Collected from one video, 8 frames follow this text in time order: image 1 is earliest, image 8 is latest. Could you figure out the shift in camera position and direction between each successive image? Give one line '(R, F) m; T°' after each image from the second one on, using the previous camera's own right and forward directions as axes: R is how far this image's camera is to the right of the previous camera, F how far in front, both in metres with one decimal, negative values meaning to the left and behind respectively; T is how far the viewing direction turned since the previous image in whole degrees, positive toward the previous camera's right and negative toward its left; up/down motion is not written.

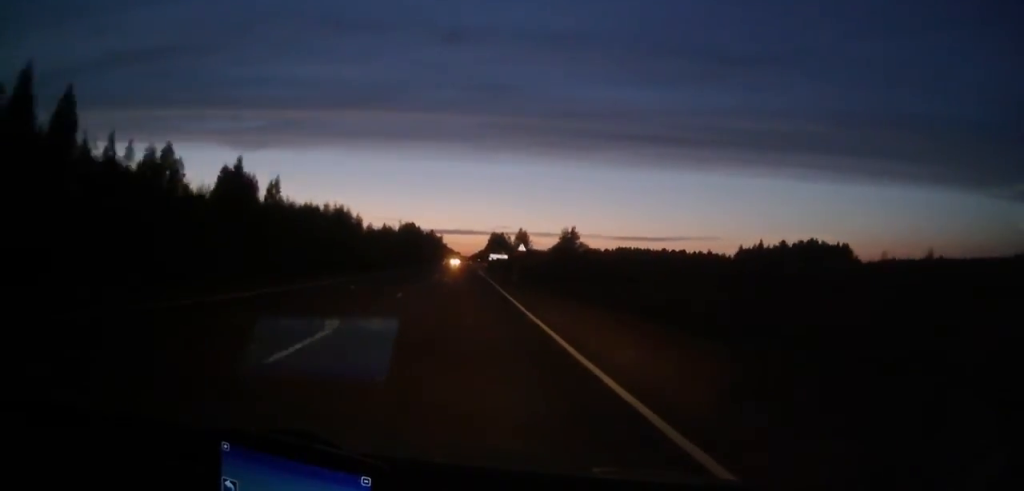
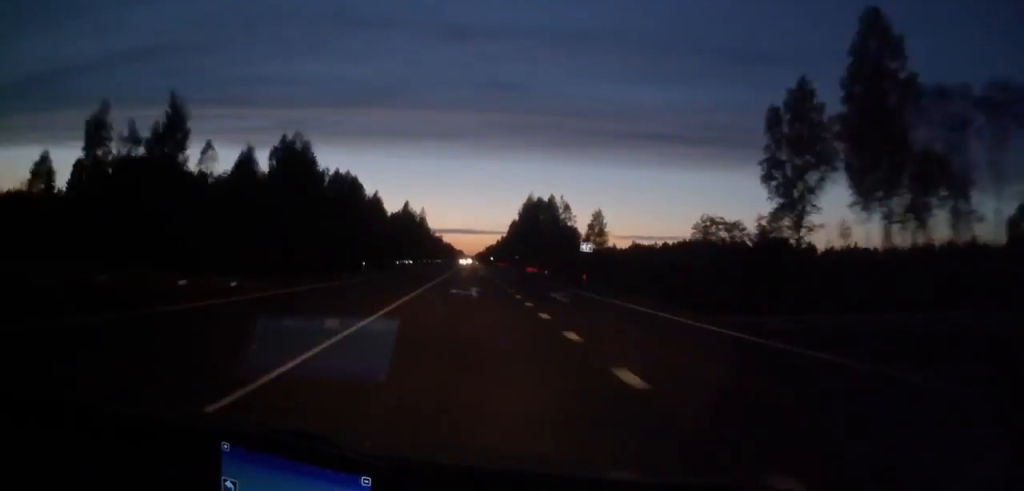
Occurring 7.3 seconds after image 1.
(-1.1, +199.3) m; 0°
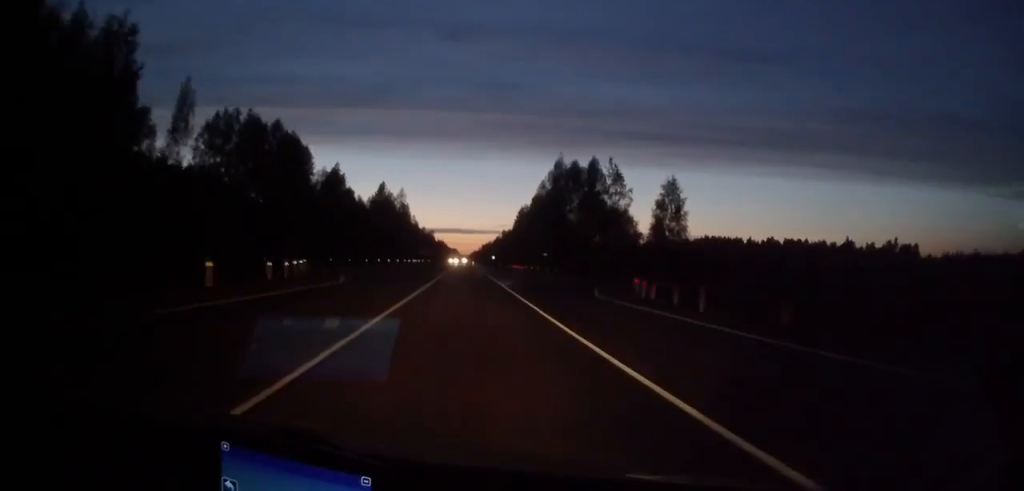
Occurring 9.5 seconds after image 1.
(+0.3, +56.8) m; 0°
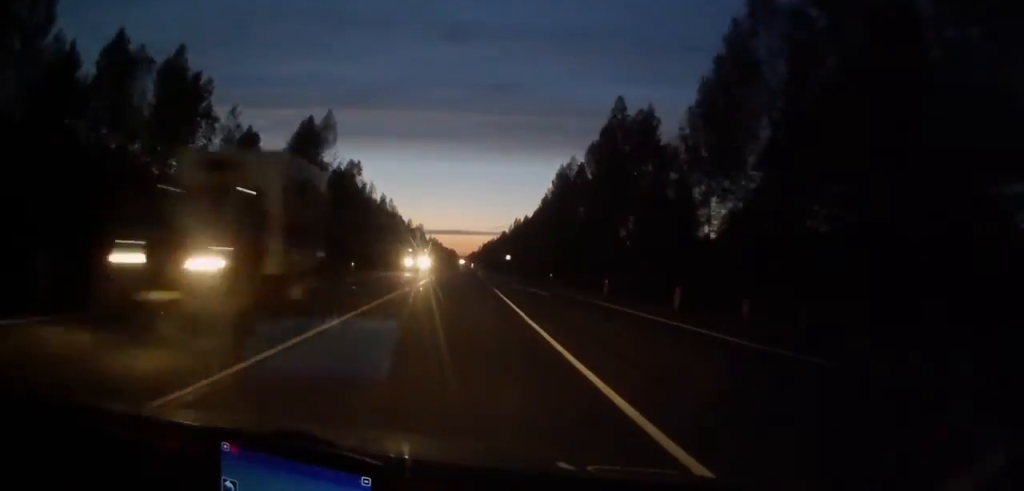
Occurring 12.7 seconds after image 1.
(+0.2, +84.9) m; 0°
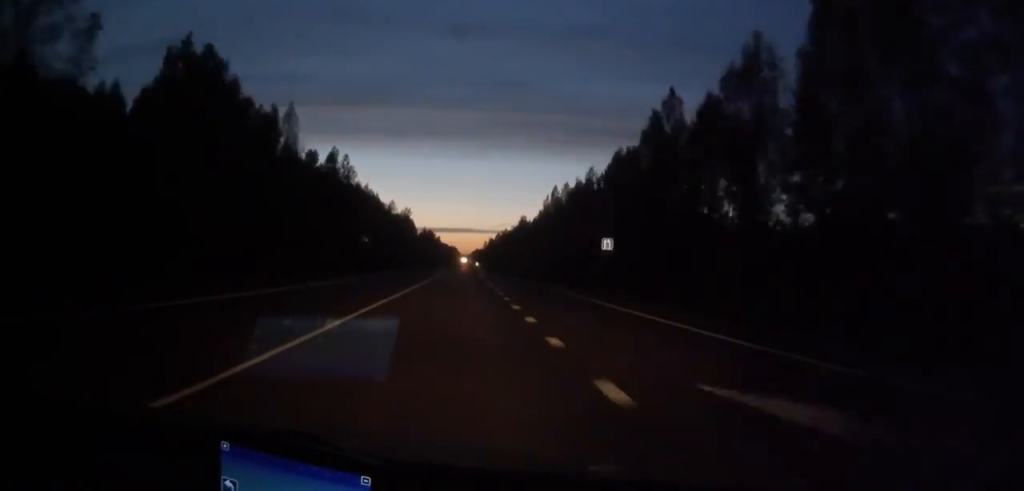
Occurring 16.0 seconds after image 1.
(0.0, +87.9) m; 0°
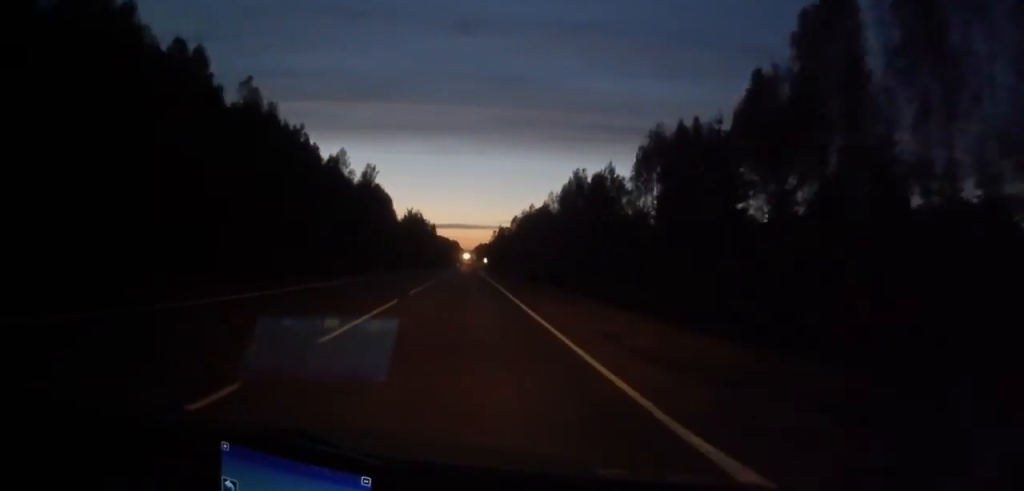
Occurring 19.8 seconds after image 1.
(0.0, +98.8) m; 0°
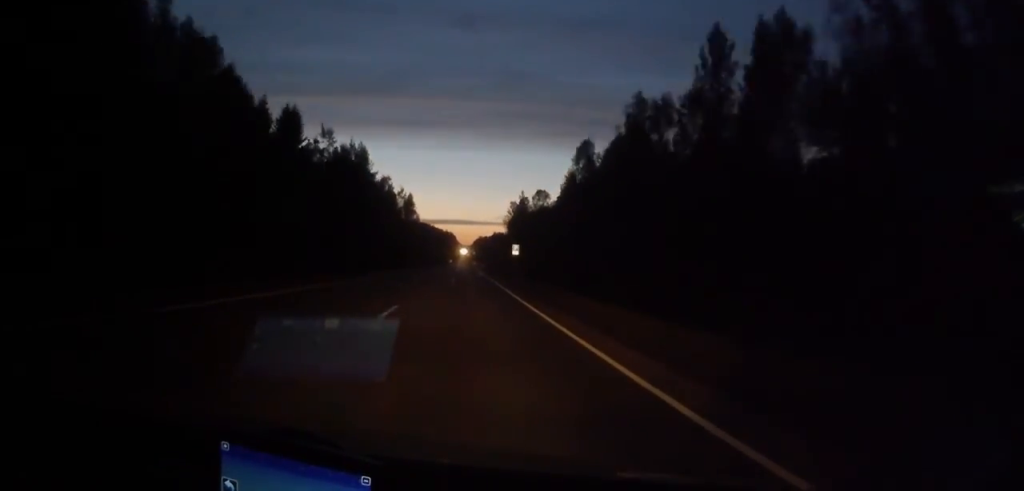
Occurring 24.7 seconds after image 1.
(-0.3, +133.0) m; 0°
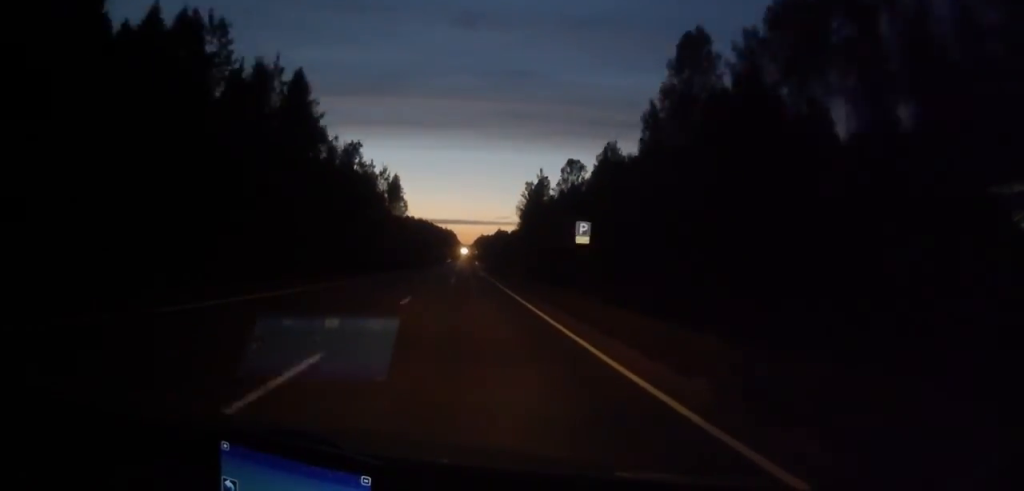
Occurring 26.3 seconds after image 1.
(0.0, +43.7) m; 0°
